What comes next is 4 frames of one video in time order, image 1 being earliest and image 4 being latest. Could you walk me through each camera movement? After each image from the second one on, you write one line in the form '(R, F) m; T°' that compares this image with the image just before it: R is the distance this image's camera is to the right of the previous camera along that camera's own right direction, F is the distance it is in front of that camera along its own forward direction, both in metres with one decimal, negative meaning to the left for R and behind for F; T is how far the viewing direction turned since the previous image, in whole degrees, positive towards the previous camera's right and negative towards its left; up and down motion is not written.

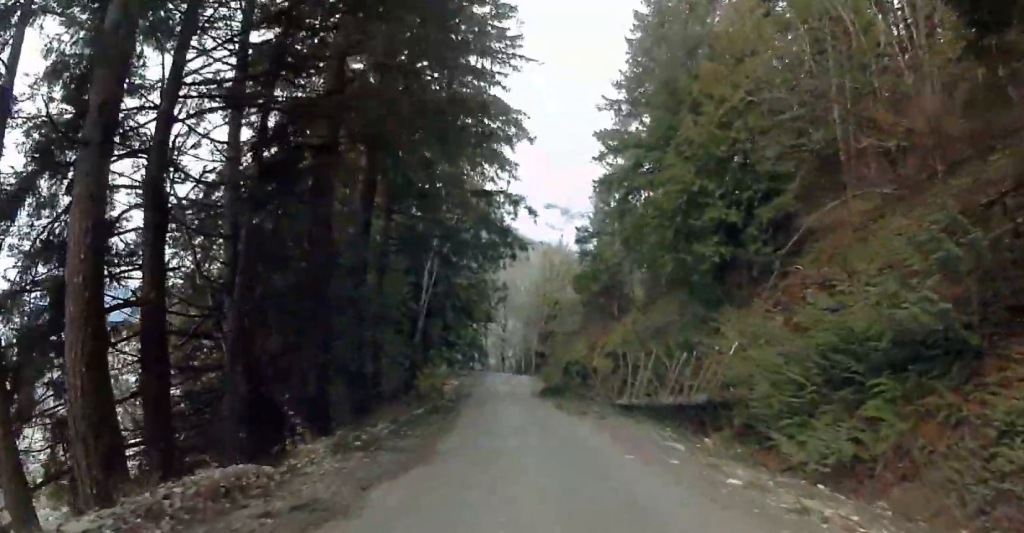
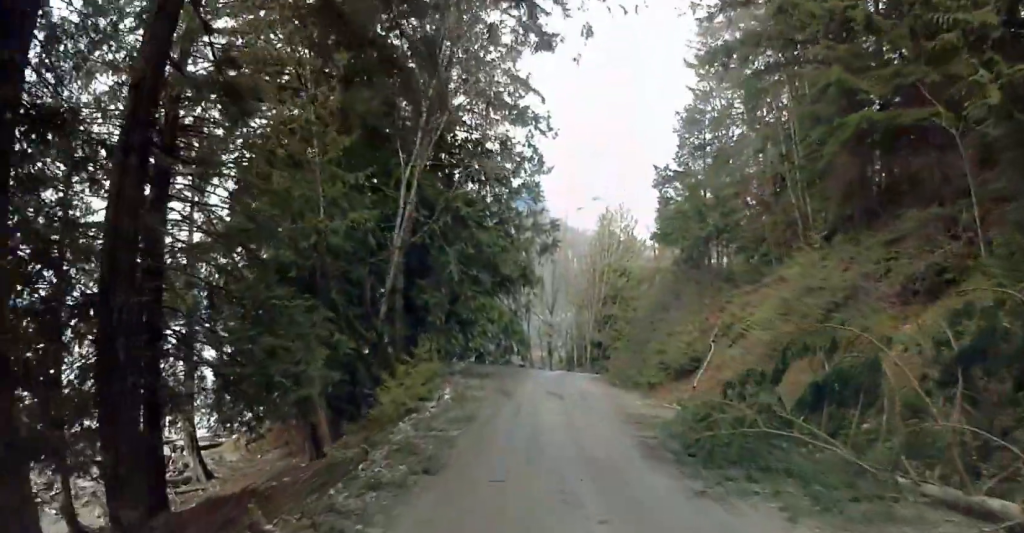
(-2.5, +27.4) m; -12°
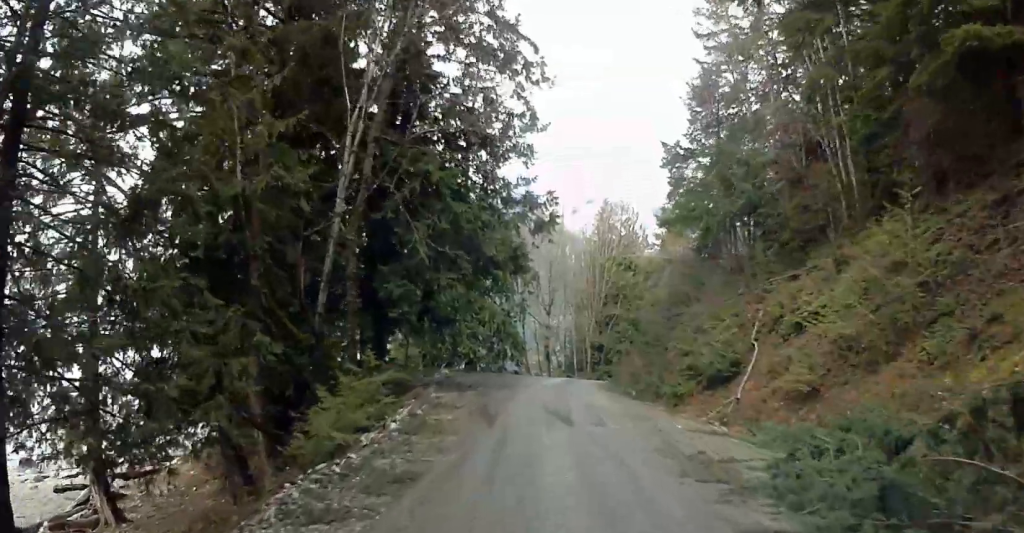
(-0.1, +8.6) m; -12°
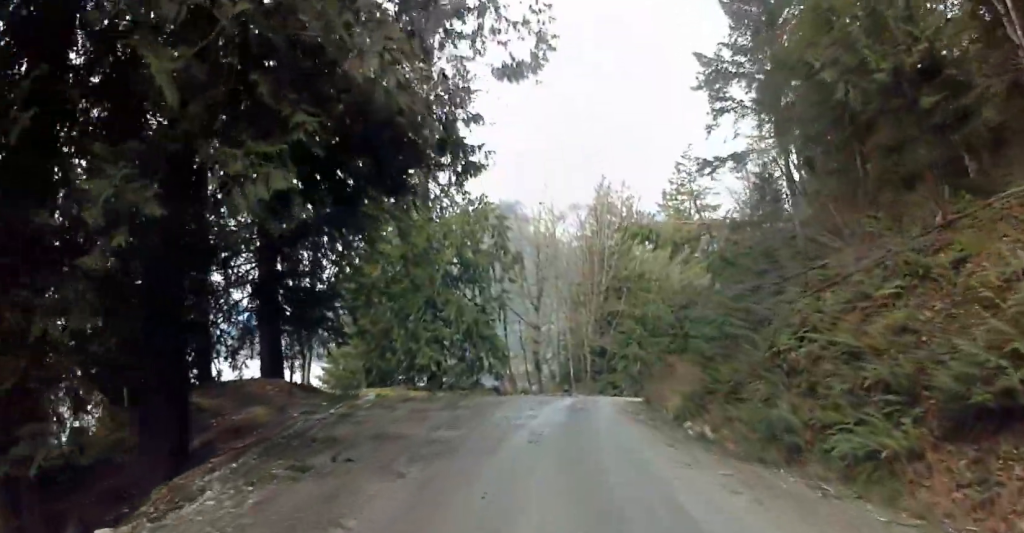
(+3.1, +18.0) m; +18°
